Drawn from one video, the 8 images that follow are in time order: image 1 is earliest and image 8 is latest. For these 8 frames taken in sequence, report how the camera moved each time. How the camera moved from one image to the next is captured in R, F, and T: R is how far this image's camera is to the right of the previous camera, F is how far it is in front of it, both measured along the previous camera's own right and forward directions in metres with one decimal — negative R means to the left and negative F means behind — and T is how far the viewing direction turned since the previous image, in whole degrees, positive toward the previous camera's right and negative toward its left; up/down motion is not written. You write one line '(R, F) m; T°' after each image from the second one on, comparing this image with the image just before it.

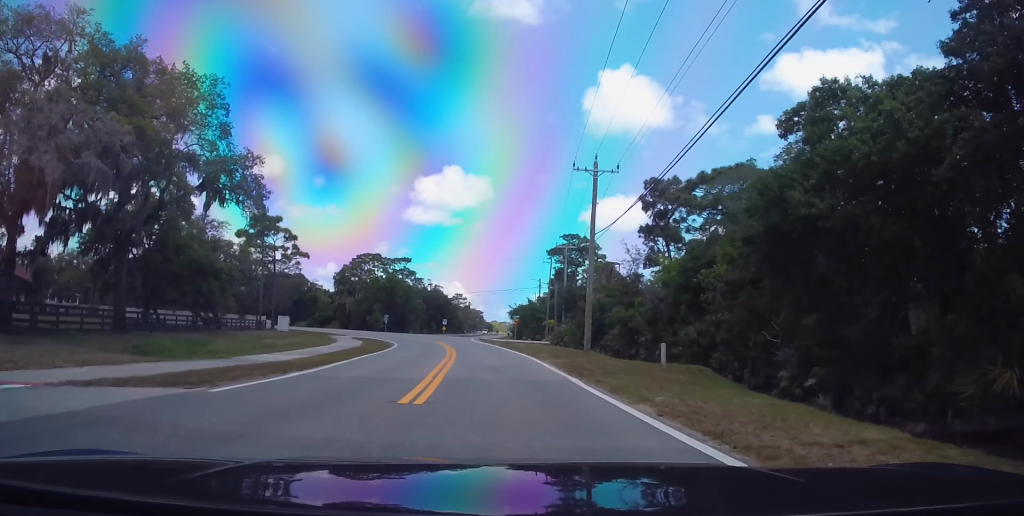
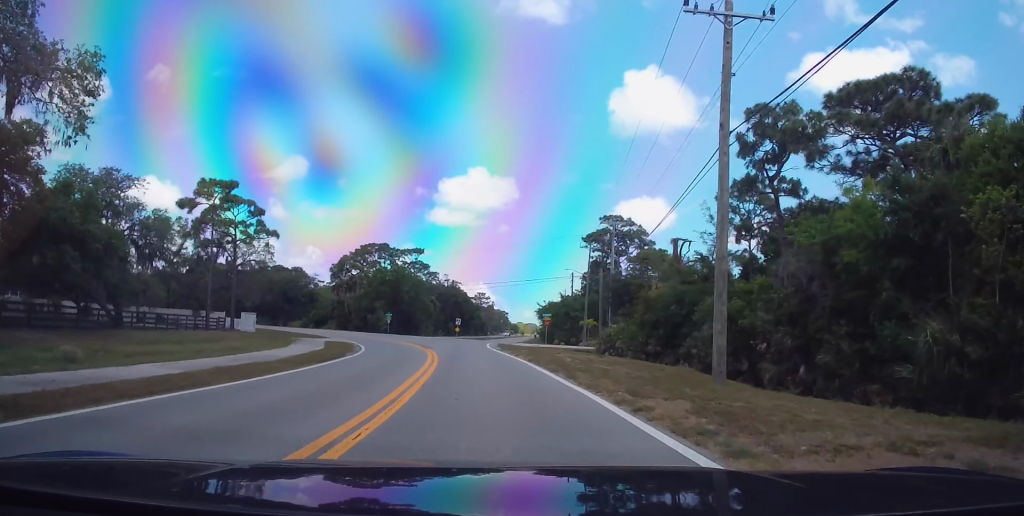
(-0.6, +19.5) m; -4°
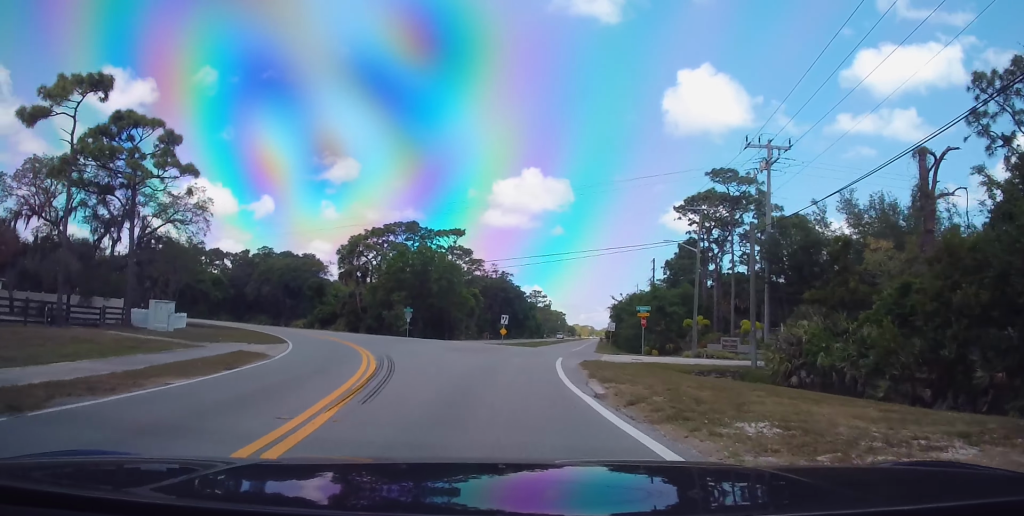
(-0.7, +27.2) m; -3°
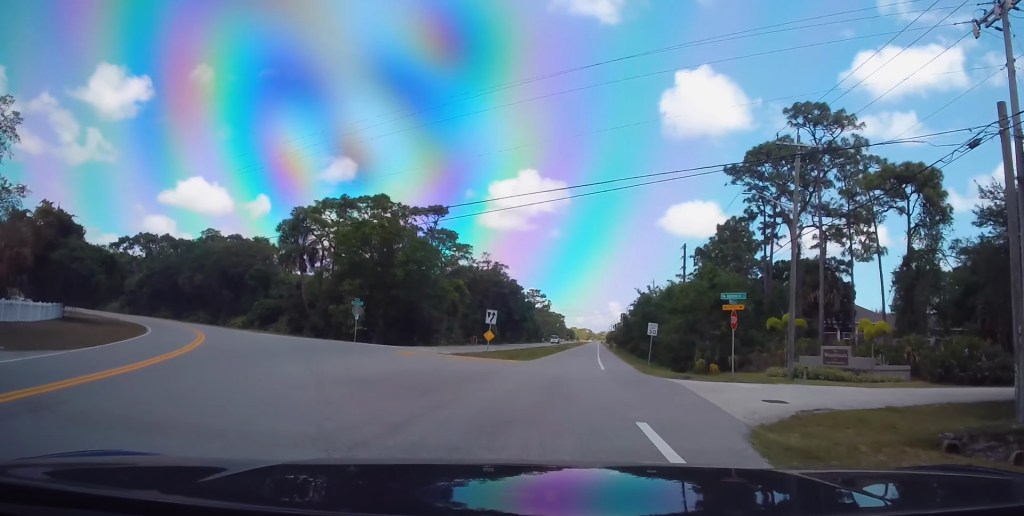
(-0.2, +20.9) m; +2°
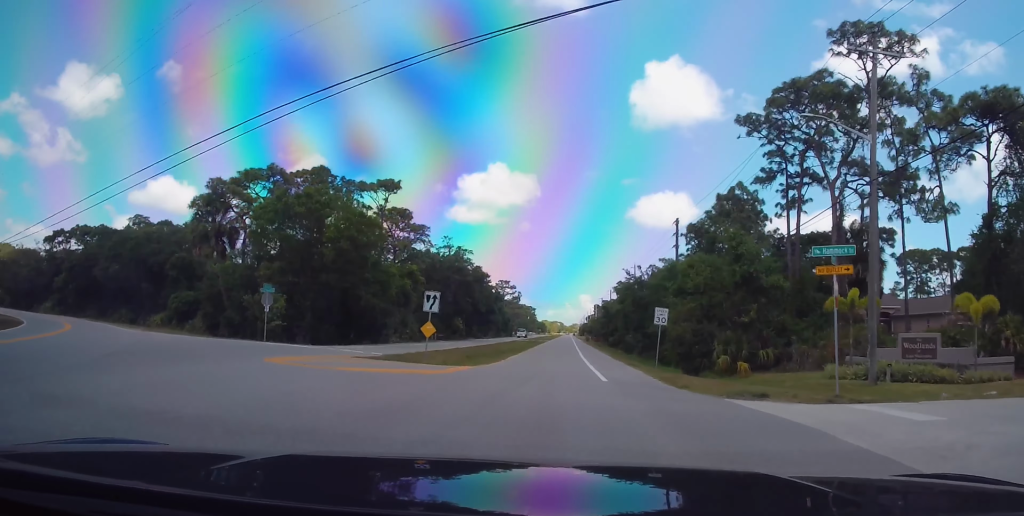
(+0.3, +11.6) m; +1°
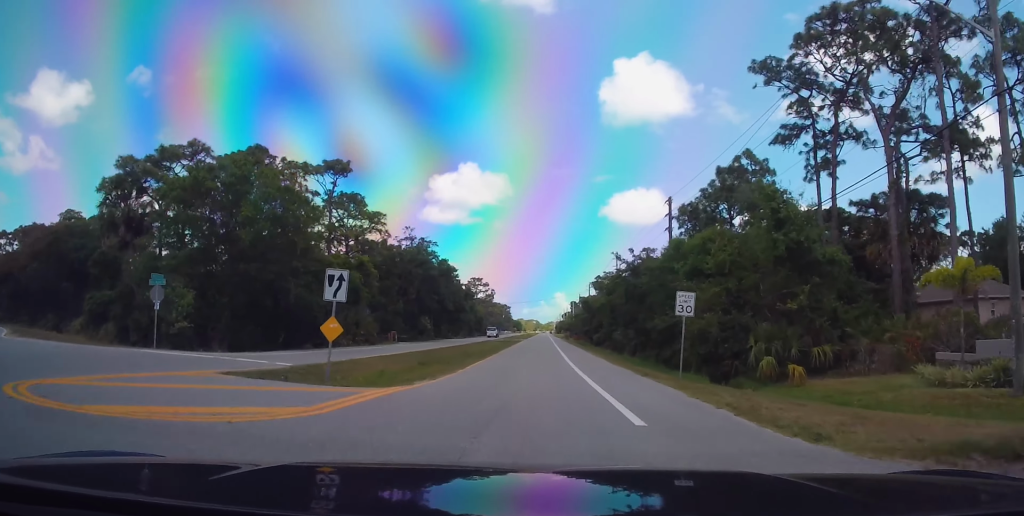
(0.0, +9.2) m; 0°
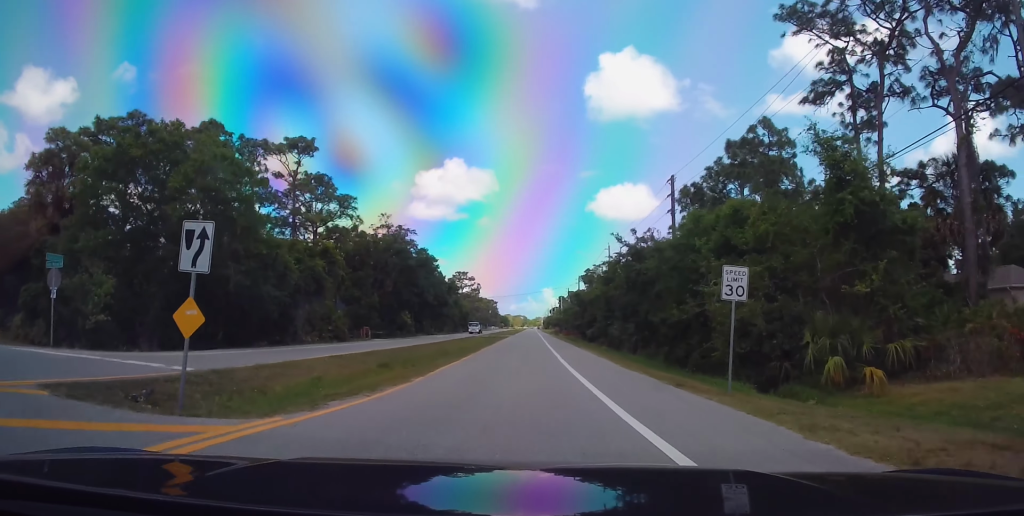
(0.0, +6.3) m; +1°
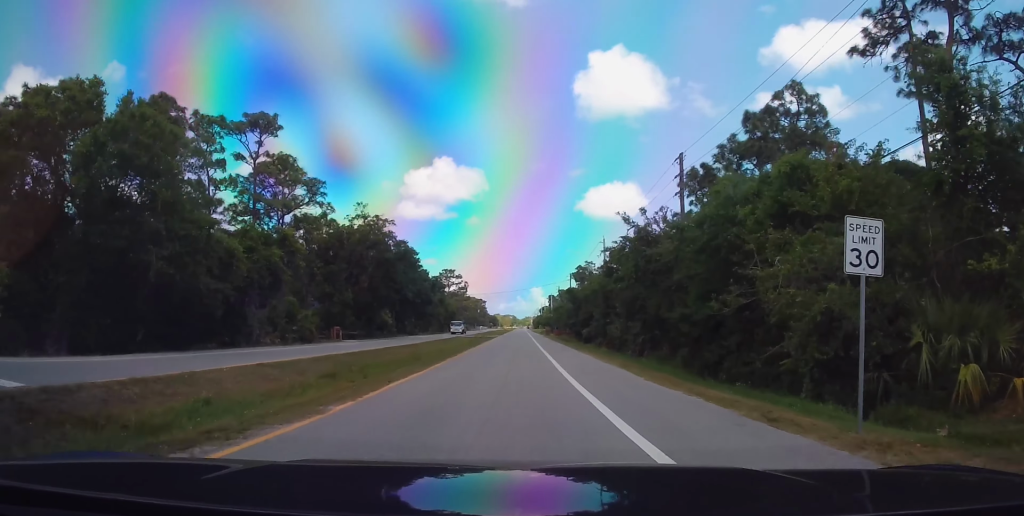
(-0.1, +6.3) m; +1°
